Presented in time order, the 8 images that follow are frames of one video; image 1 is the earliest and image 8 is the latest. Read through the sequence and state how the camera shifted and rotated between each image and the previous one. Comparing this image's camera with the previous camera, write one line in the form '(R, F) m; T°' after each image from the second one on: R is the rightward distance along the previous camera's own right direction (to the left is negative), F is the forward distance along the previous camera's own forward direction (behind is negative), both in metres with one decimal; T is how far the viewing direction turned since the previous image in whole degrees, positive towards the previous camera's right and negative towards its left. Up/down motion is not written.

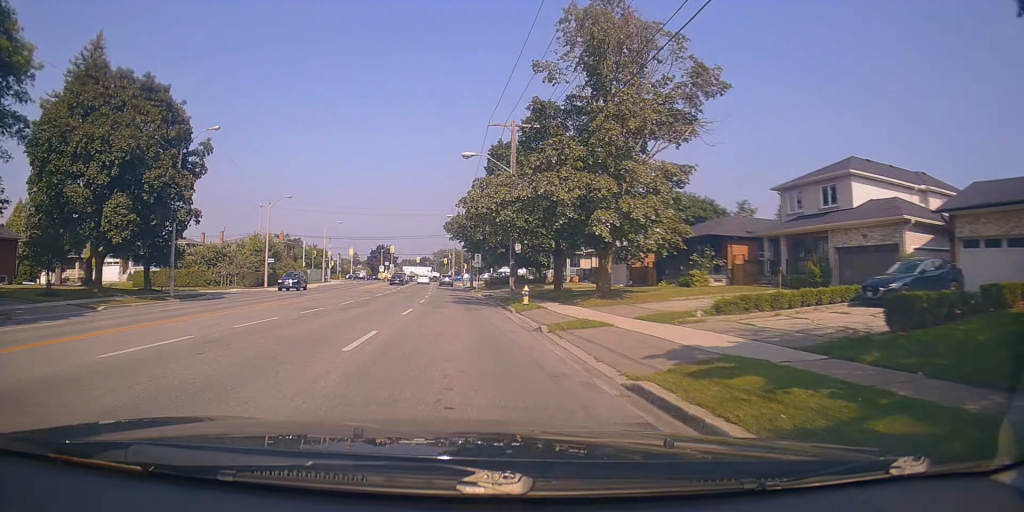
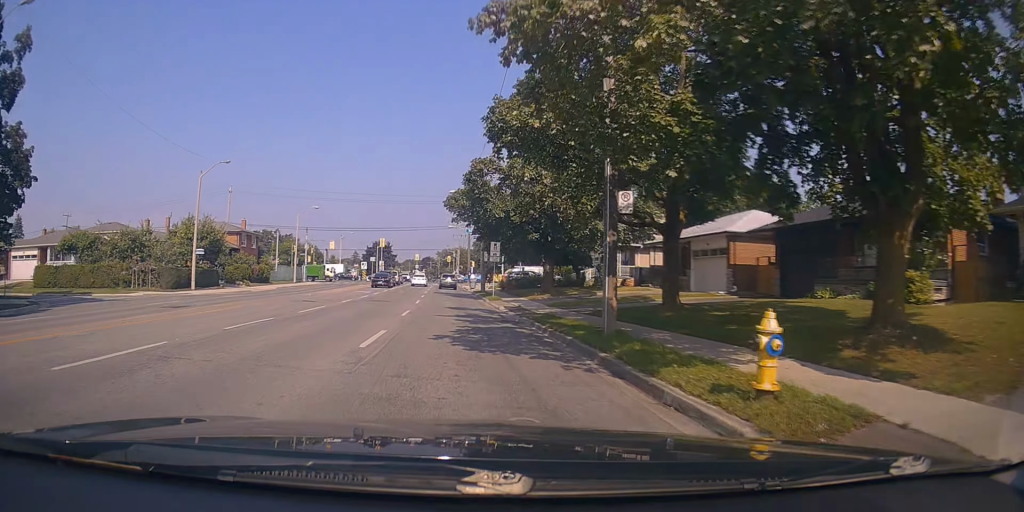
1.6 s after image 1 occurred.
(-0.5, +18.5) m; -1°
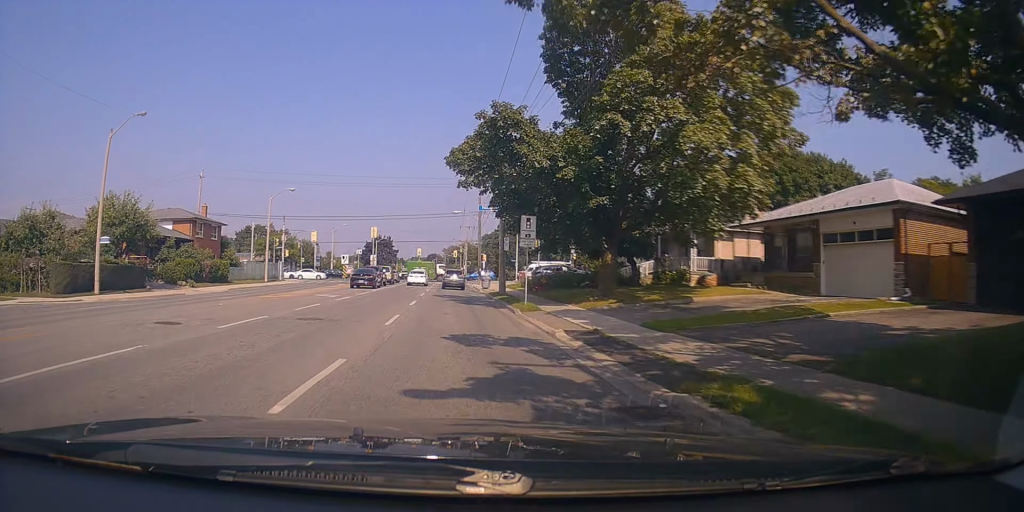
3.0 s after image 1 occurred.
(+0.9, +13.1) m; +3°
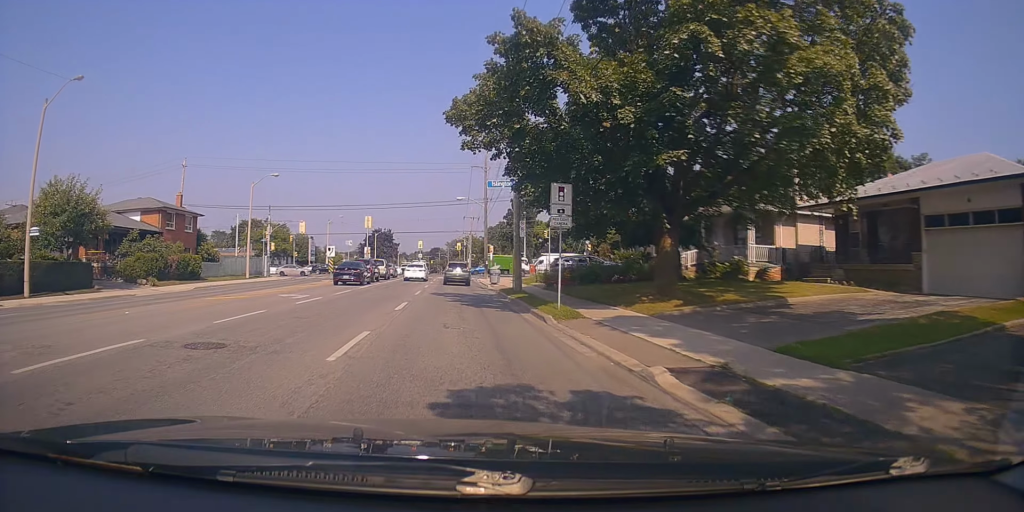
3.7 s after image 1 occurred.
(0.0, +6.3) m; -1°
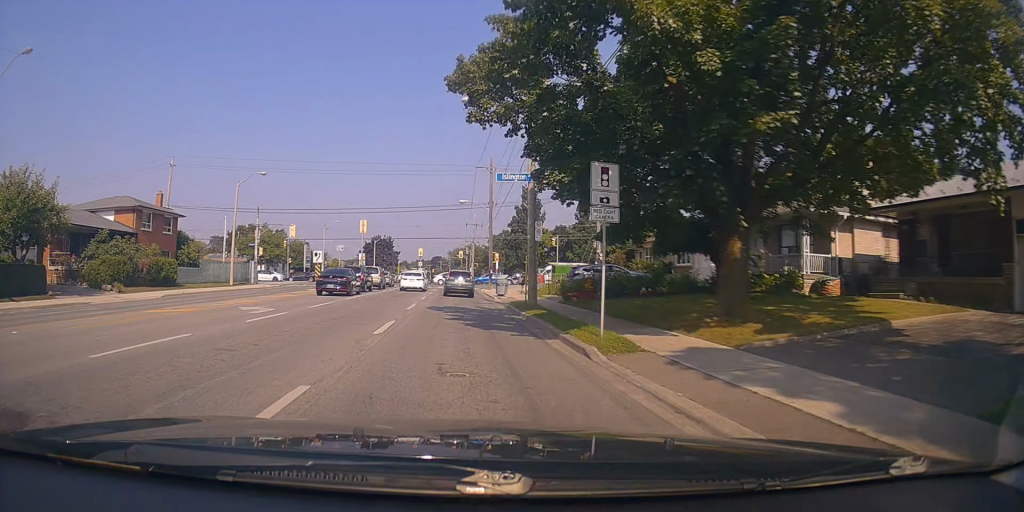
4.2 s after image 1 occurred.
(-0.1, +4.2) m; -2°
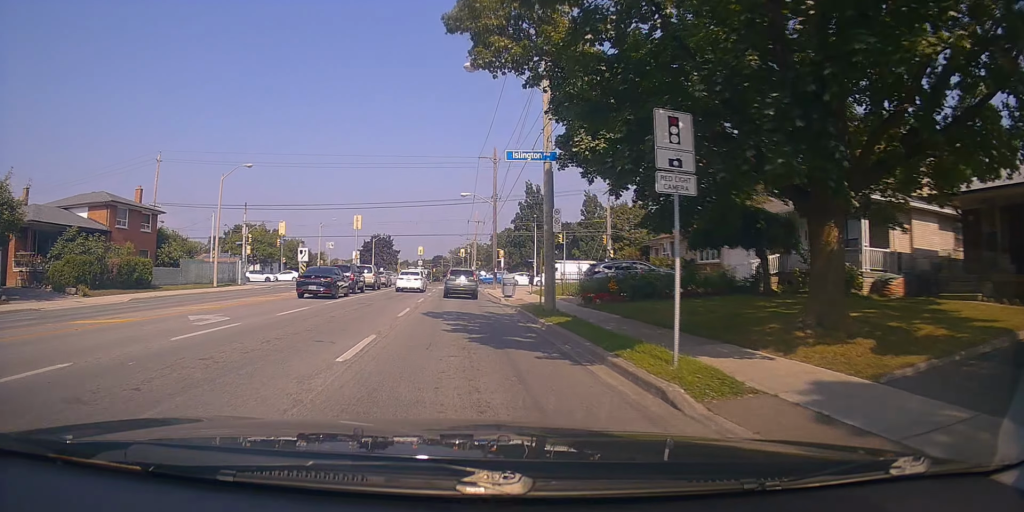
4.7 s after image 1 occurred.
(0.0, +3.7) m; -1°
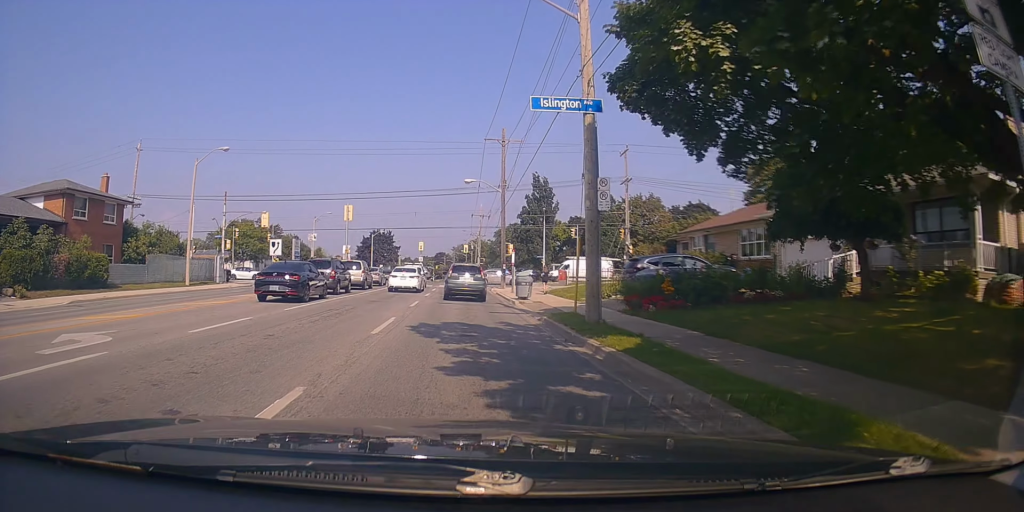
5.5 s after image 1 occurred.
(-0.1, +5.4) m; +1°
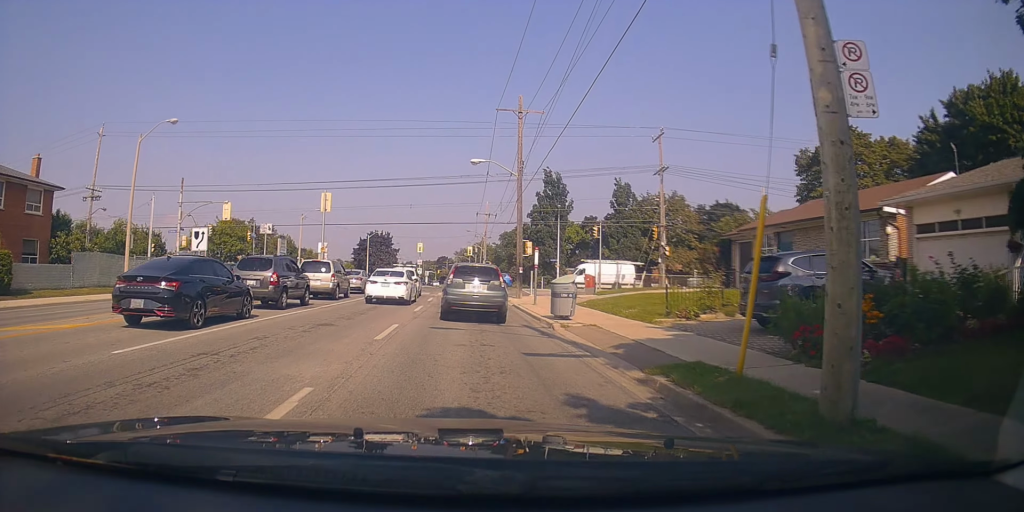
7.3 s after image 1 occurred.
(+0.2, +8.4) m; 0°
